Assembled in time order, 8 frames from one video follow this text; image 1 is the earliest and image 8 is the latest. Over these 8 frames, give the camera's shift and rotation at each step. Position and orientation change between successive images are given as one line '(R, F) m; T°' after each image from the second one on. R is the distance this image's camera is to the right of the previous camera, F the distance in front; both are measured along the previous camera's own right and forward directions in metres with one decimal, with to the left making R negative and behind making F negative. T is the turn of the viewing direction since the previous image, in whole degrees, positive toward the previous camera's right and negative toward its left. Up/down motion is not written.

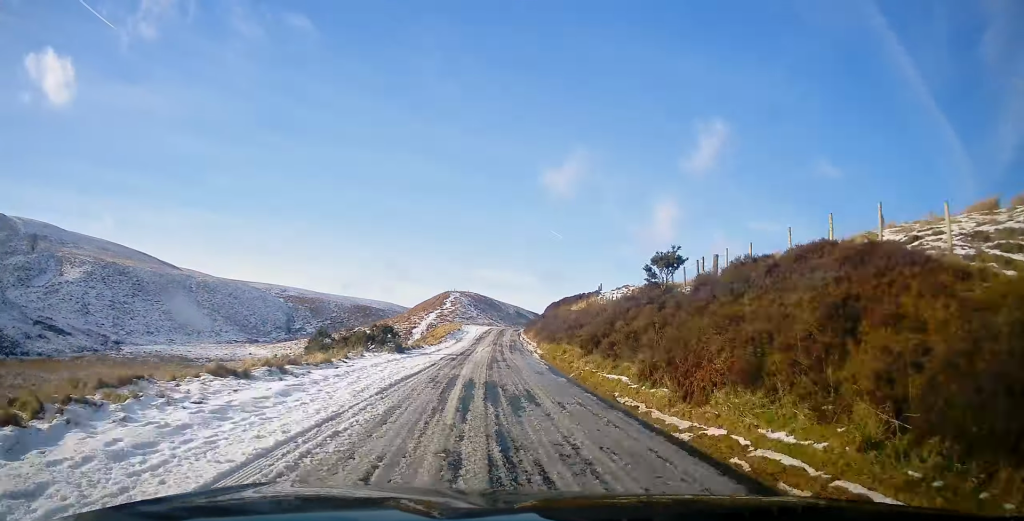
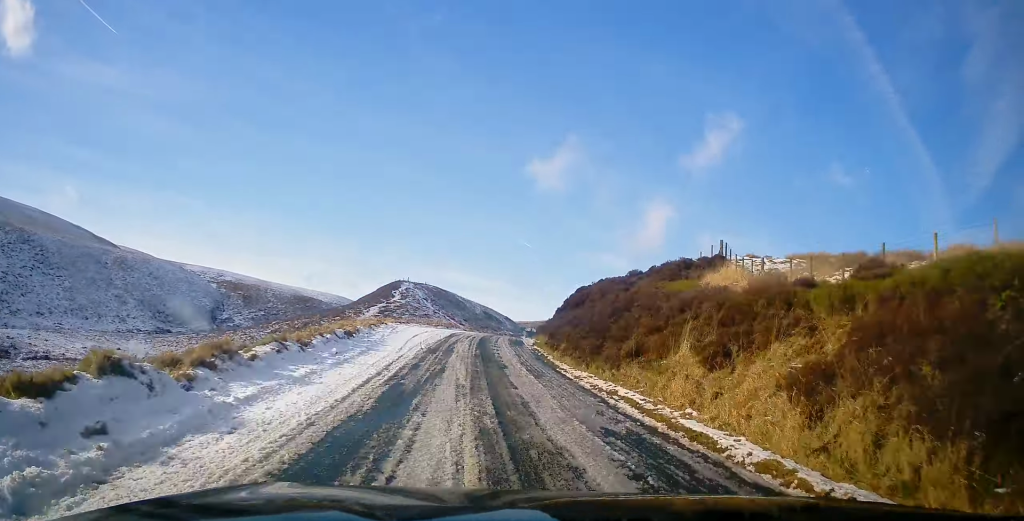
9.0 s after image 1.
(+1.6, +48.6) m; +4°
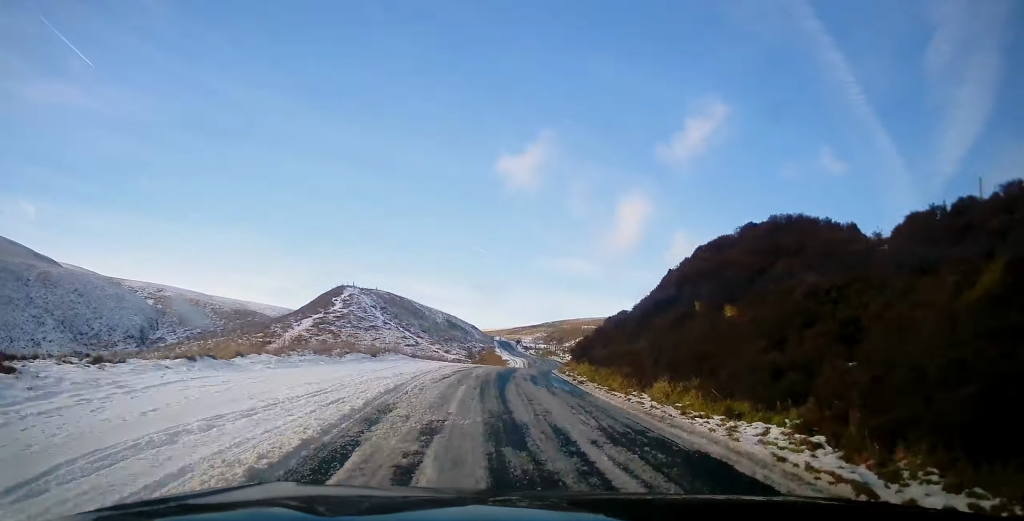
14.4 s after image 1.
(+0.4, +30.3) m; +5°
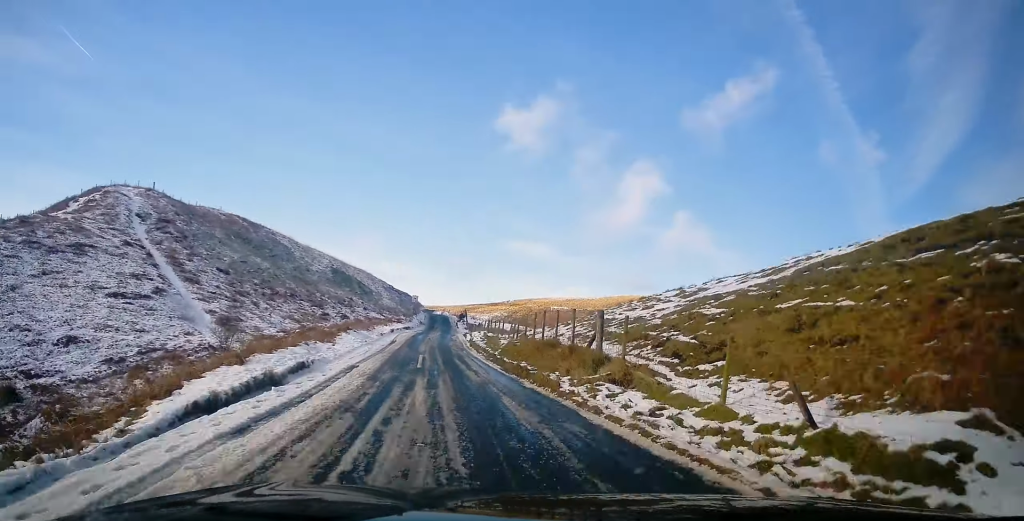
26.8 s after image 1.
(+3.0, +74.7) m; -1°
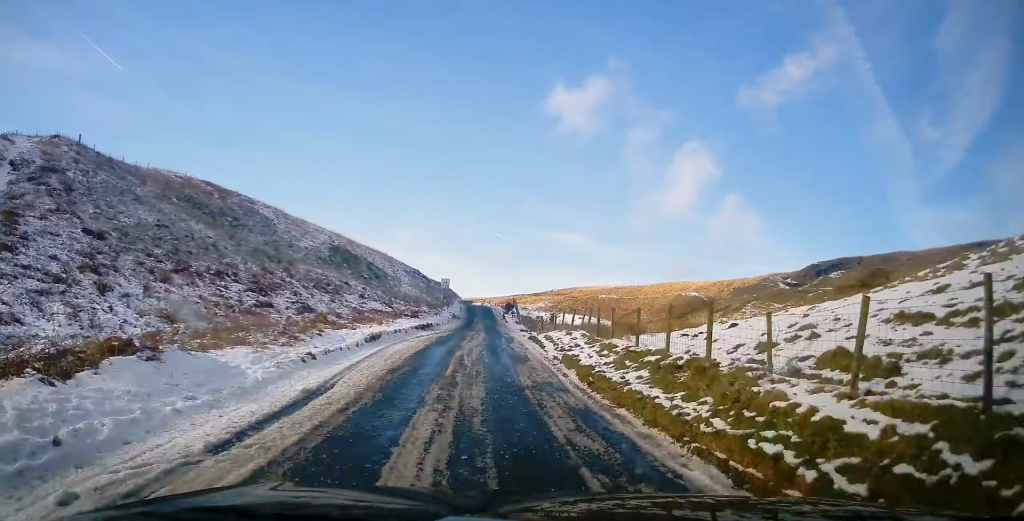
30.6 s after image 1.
(-0.7, +24.7) m; -1°
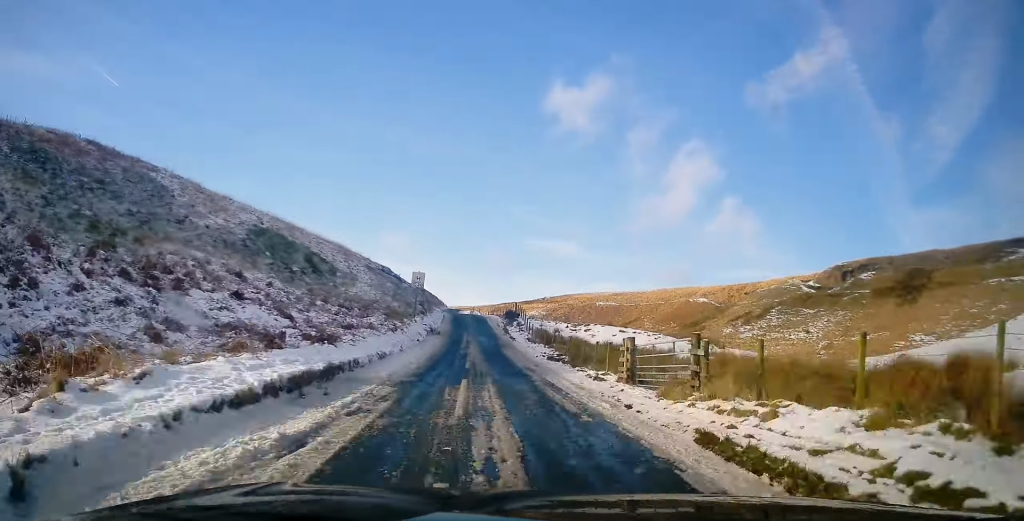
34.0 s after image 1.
(-0.2, +22.4) m; -1°
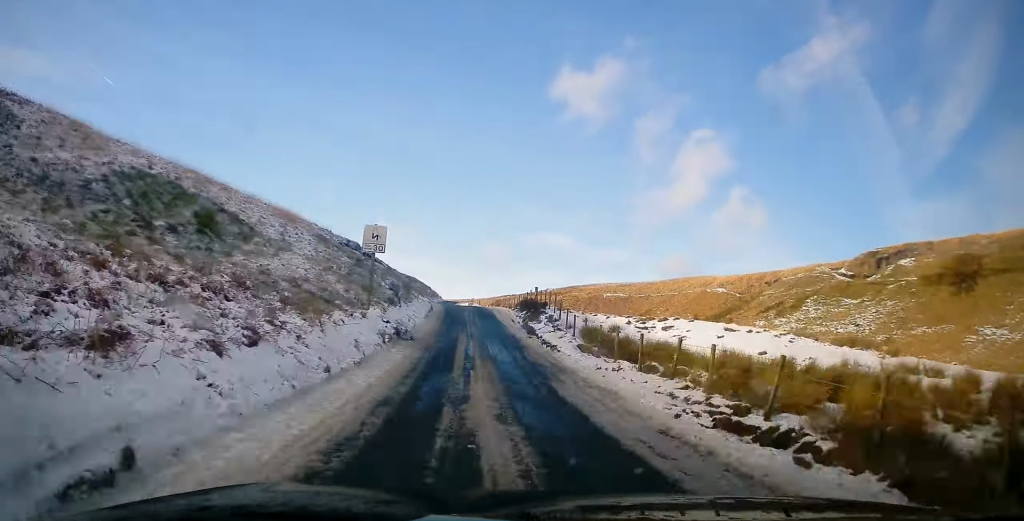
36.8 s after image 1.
(0.0, +18.8) m; -1°
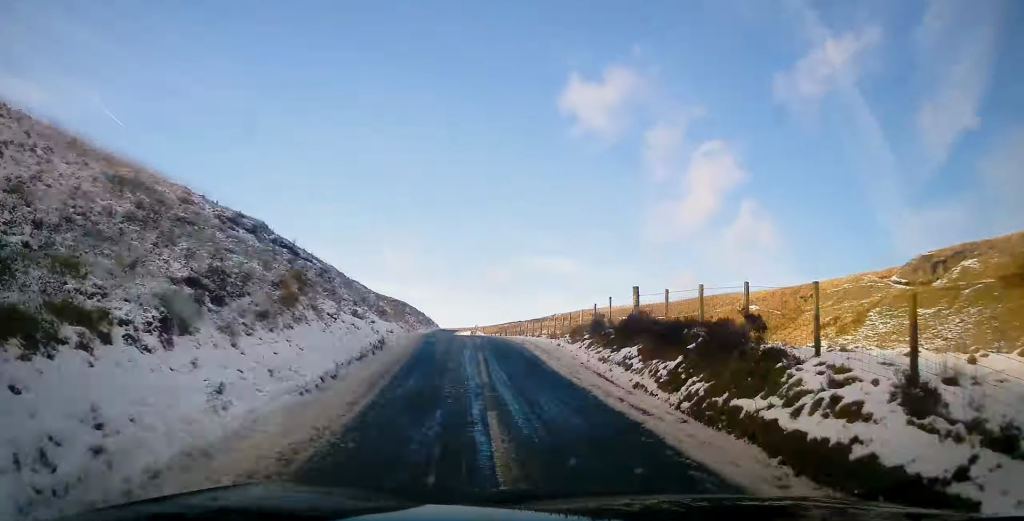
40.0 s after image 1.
(-0.1, +21.4) m; -1°
